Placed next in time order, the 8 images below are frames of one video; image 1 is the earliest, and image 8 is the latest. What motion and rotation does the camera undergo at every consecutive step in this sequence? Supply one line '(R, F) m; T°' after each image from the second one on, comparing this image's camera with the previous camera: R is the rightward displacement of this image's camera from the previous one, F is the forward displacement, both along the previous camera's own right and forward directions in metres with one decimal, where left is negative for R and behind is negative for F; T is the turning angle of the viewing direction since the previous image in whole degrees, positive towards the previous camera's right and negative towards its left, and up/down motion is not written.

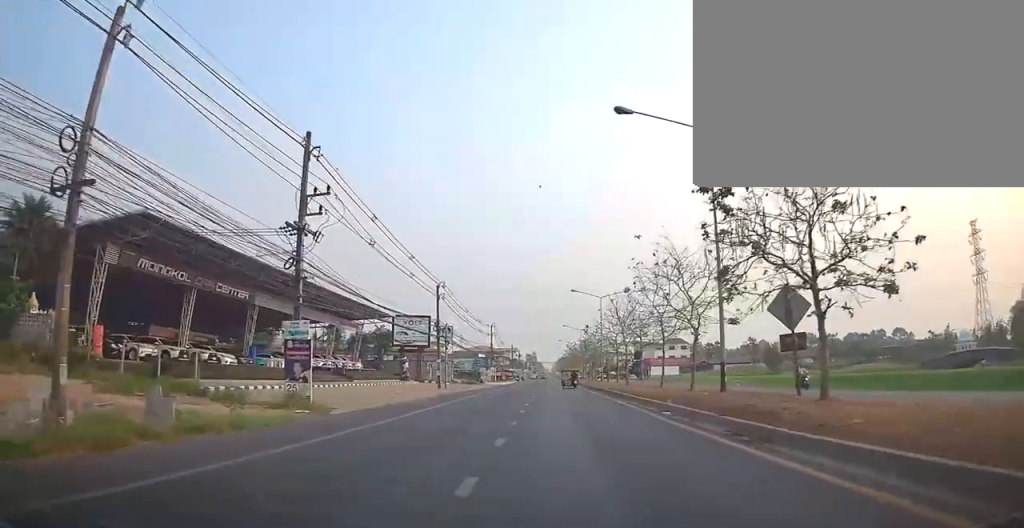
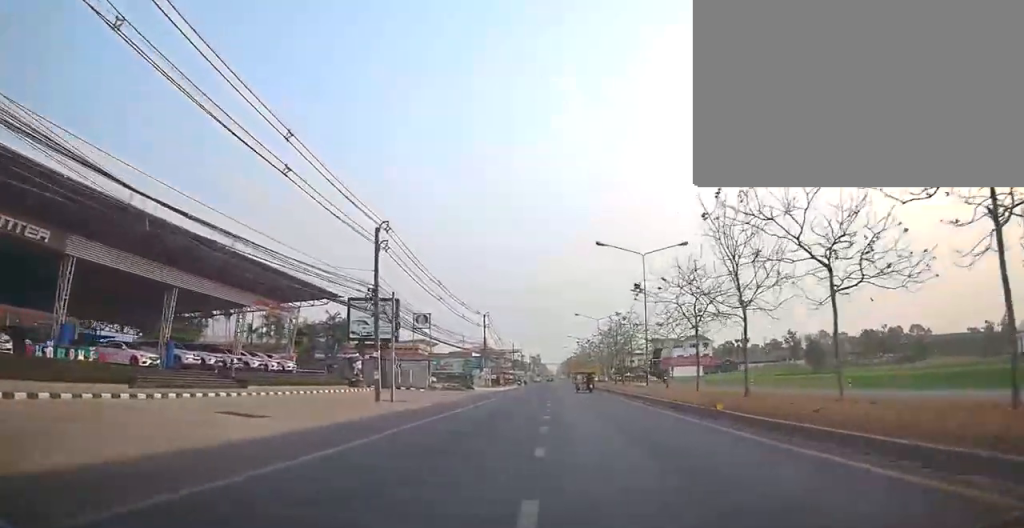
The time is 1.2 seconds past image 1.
(0.0, +21.5) m; -1°
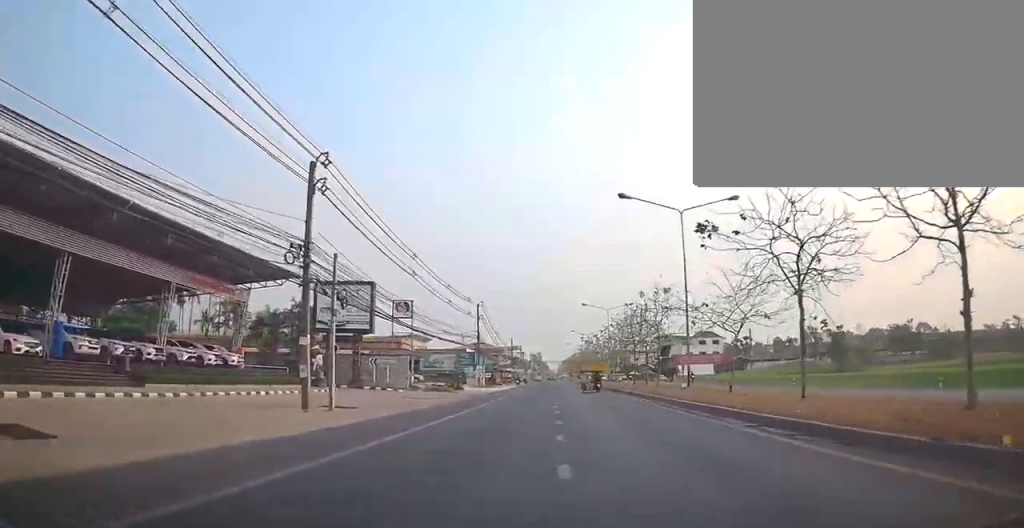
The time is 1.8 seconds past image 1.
(+0.1, +9.8) m; -1°
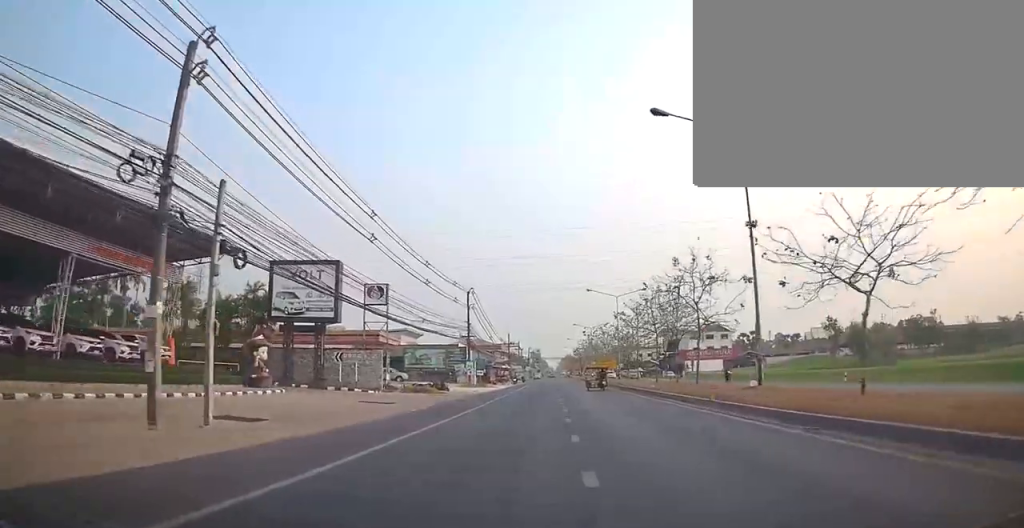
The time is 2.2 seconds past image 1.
(-0.2, +8.9) m; -1°
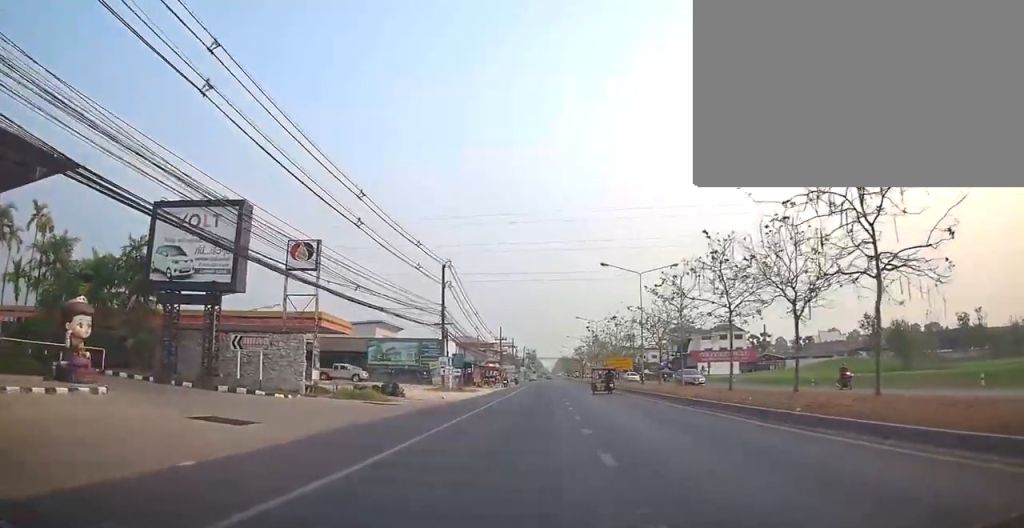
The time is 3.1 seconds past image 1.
(-0.5, +14.8) m; 0°
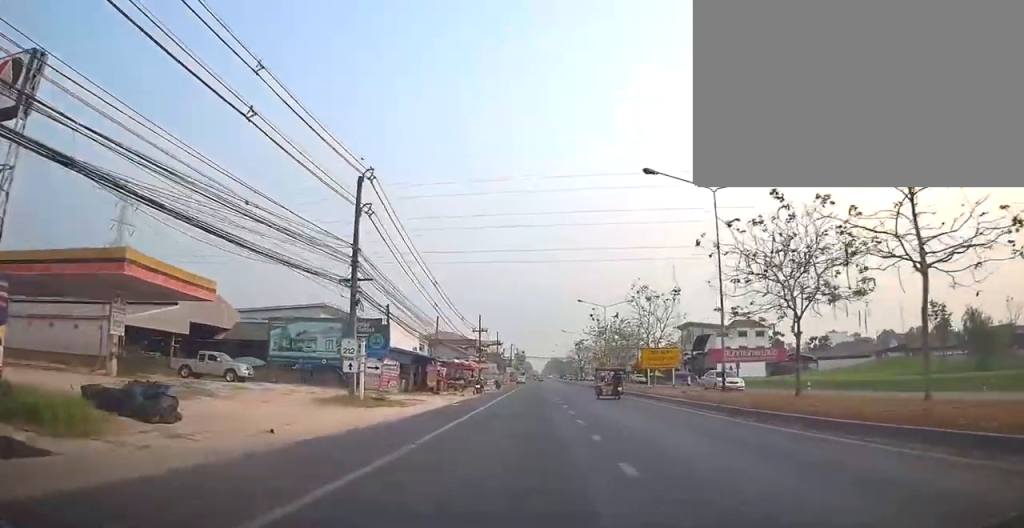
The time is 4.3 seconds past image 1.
(+0.9, +21.0) m; +2°
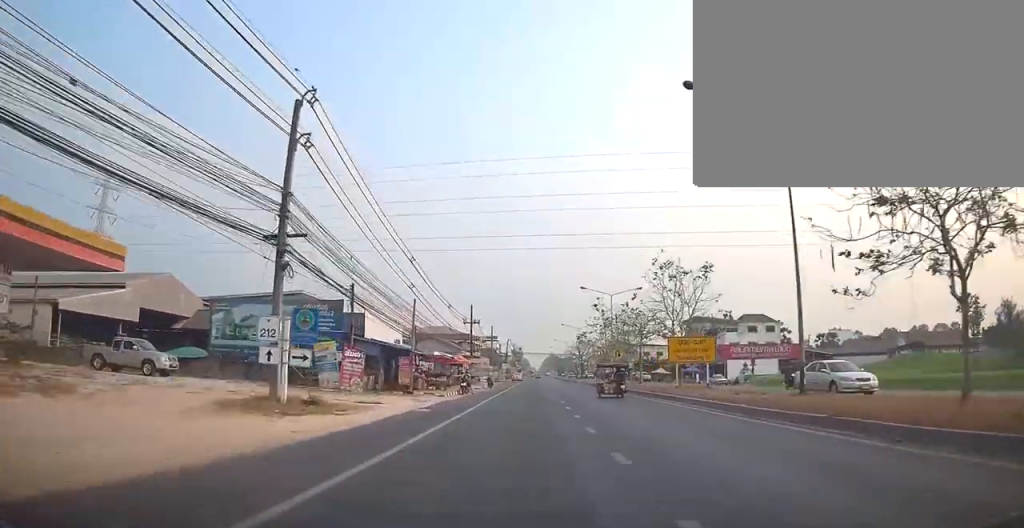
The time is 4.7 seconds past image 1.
(0.0, +7.4) m; 0°
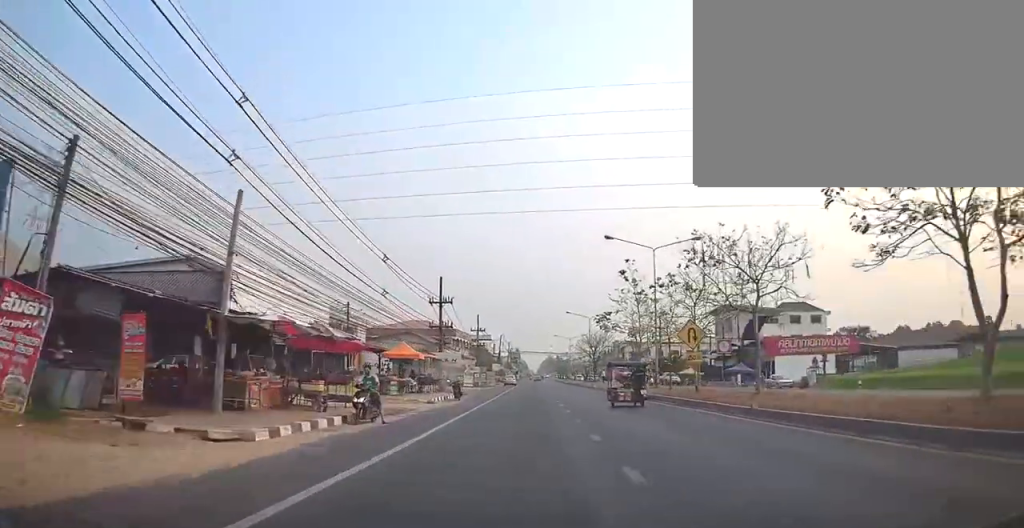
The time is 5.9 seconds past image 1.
(0.0, +21.8) m; 0°
